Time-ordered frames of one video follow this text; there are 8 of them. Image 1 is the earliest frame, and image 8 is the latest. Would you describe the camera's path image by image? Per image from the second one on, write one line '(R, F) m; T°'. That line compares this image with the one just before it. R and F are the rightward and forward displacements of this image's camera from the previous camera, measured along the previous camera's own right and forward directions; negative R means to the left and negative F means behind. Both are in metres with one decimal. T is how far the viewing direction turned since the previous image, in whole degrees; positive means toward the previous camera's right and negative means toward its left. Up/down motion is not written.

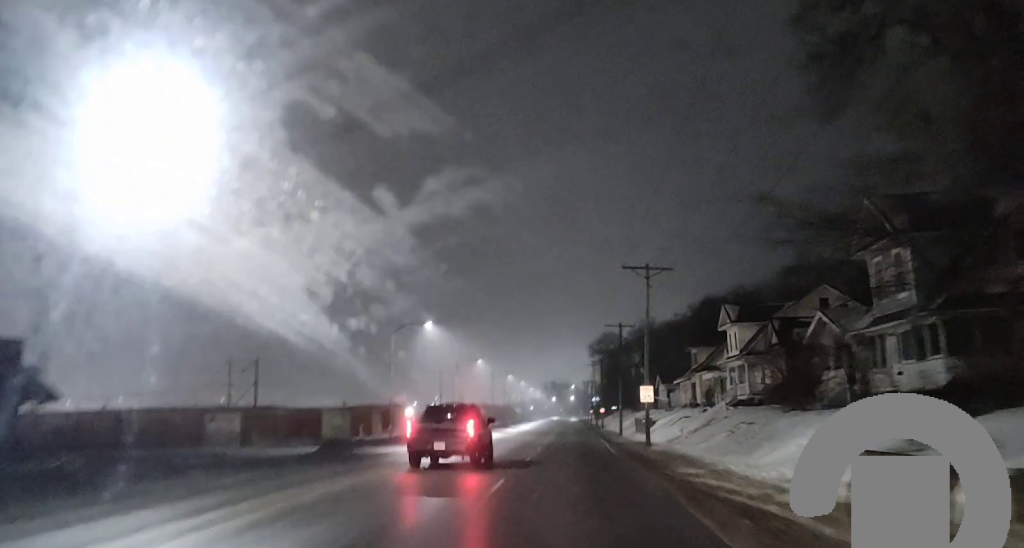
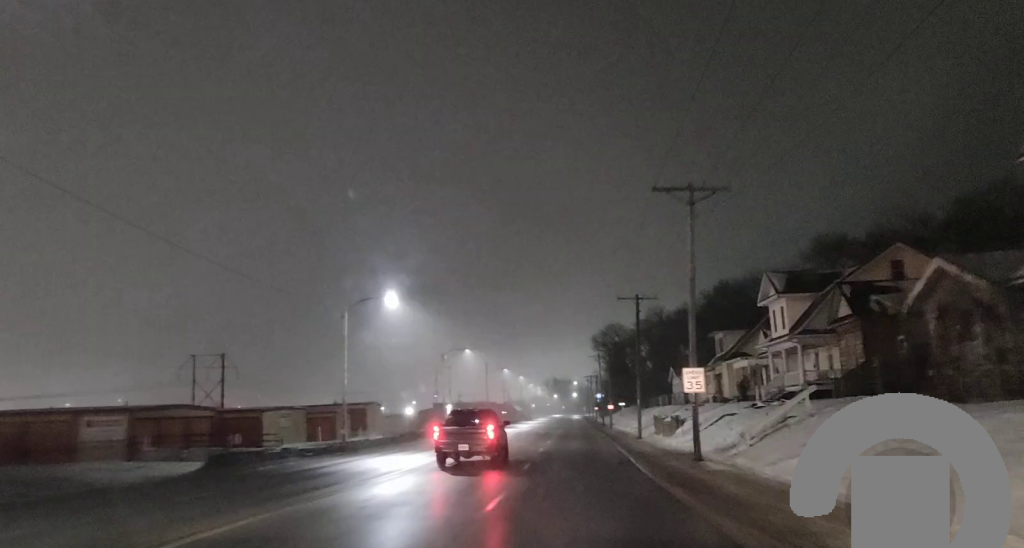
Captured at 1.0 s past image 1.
(+0.1, +14.9) m; +2°
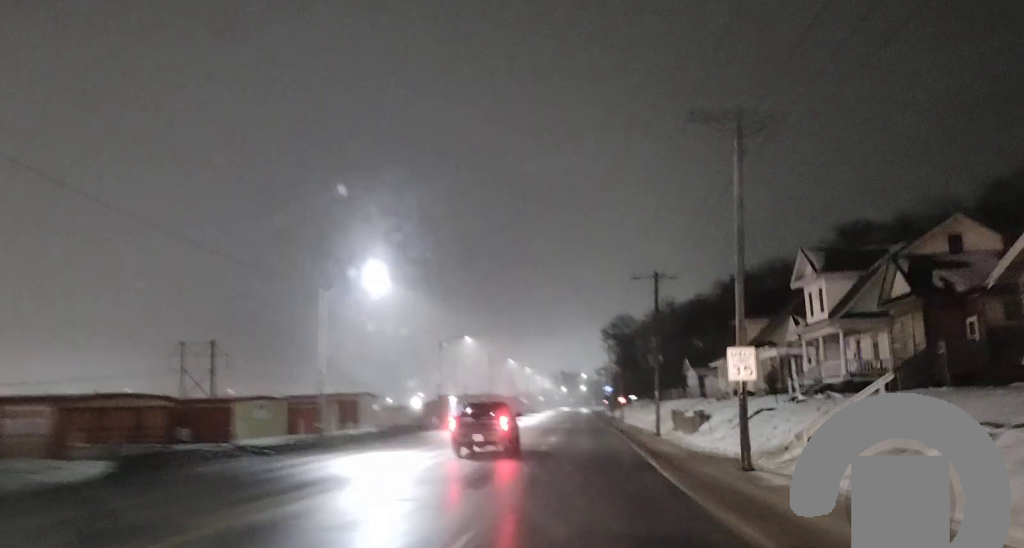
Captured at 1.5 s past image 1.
(+0.3, +6.8) m; +1°
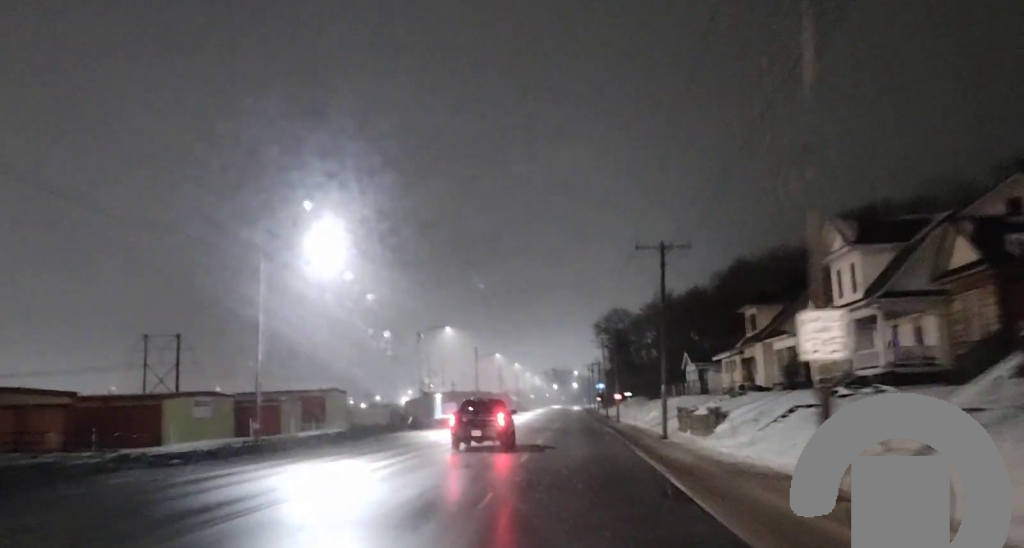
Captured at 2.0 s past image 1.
(0.0, +7.4) m; 0°
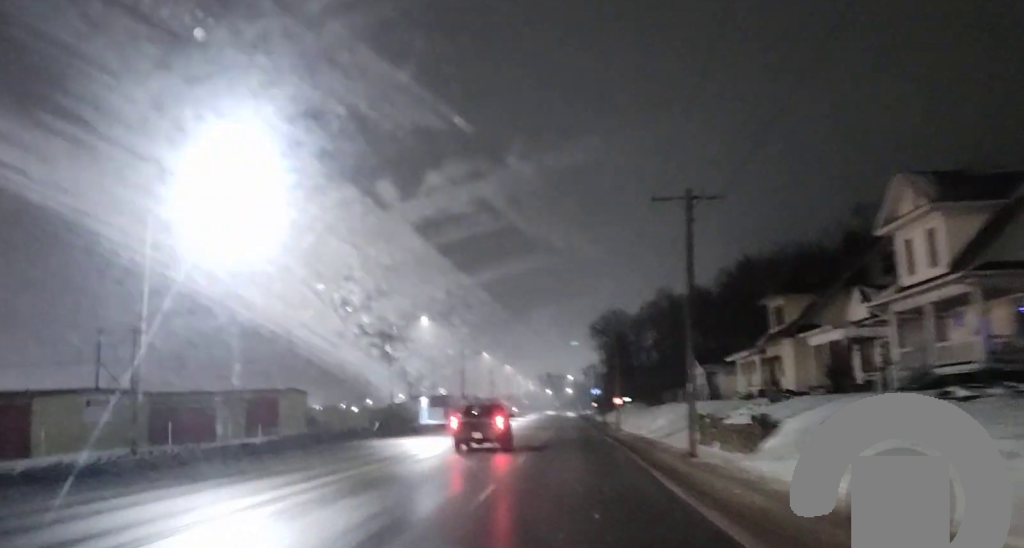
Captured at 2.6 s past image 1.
(-0.1, +9.9) m; 0°
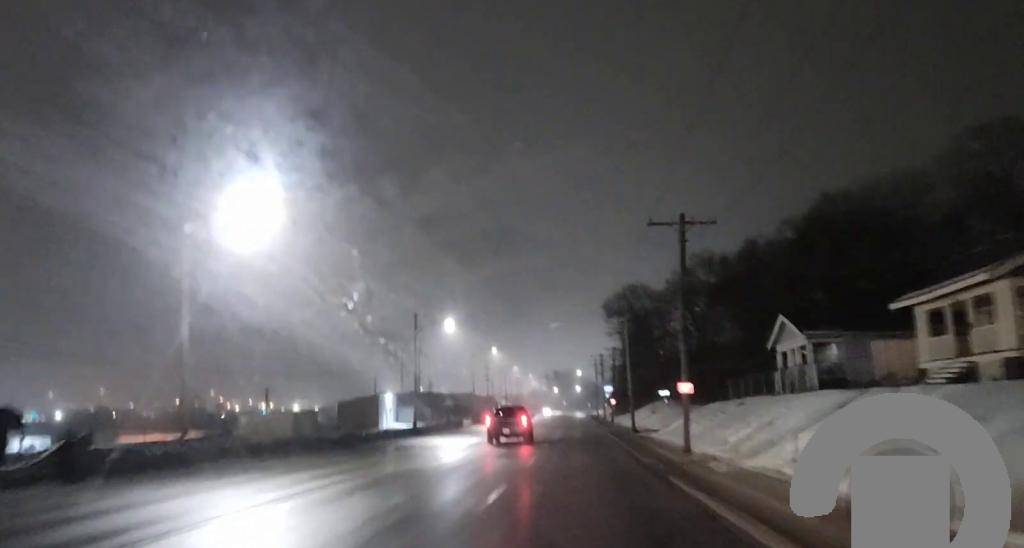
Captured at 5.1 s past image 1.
(+0.4, +36.9) m; 0°
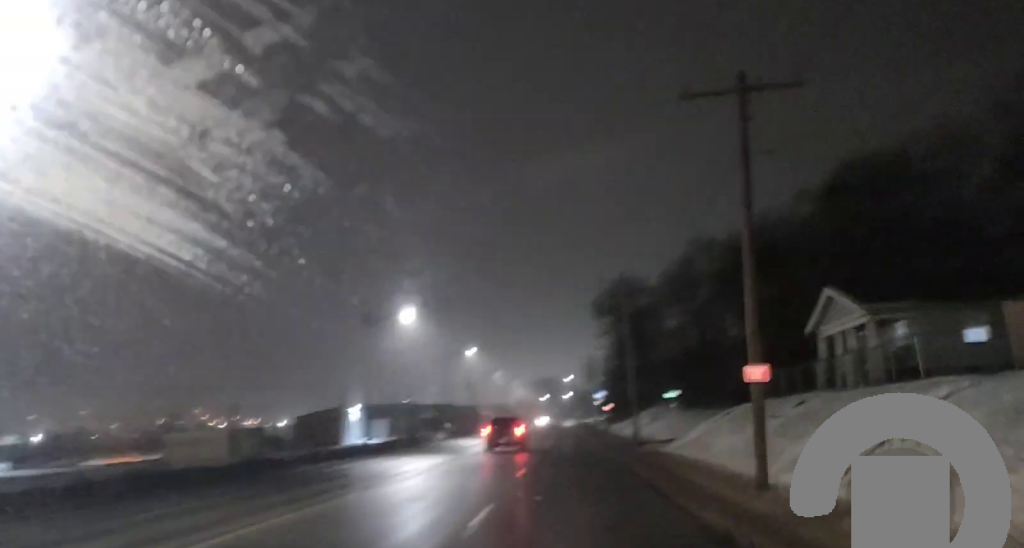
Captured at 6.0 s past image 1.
(-0.1, +13.5) m; 0°
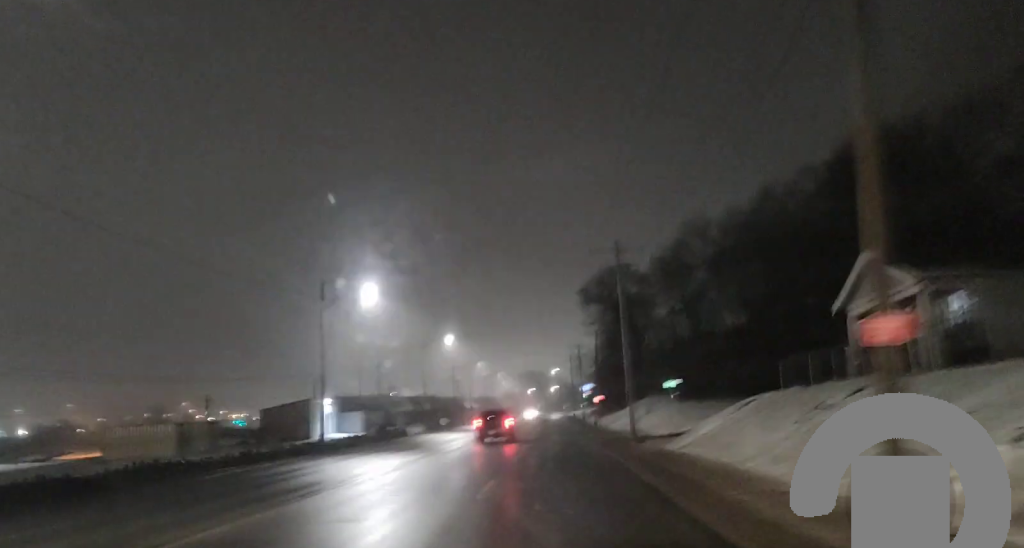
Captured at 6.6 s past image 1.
(0.0, +8.0) m; 0°
